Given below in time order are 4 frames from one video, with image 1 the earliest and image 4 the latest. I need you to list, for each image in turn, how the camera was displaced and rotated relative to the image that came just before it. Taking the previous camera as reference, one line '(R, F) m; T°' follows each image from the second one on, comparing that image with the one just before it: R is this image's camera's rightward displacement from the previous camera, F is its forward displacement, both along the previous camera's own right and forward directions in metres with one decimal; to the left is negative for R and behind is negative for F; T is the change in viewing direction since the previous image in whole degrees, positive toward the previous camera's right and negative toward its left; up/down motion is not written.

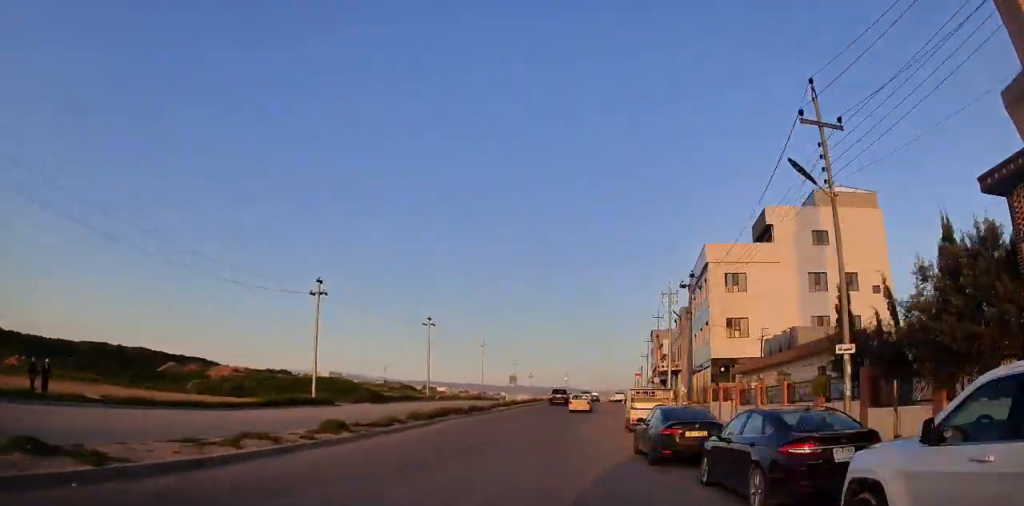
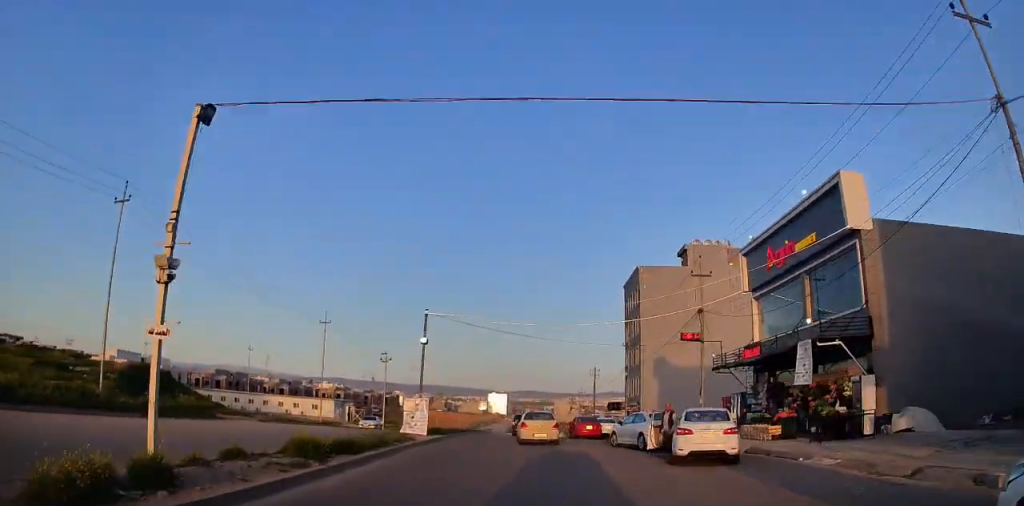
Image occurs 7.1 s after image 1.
(+5.5, +69.0) m; +6°
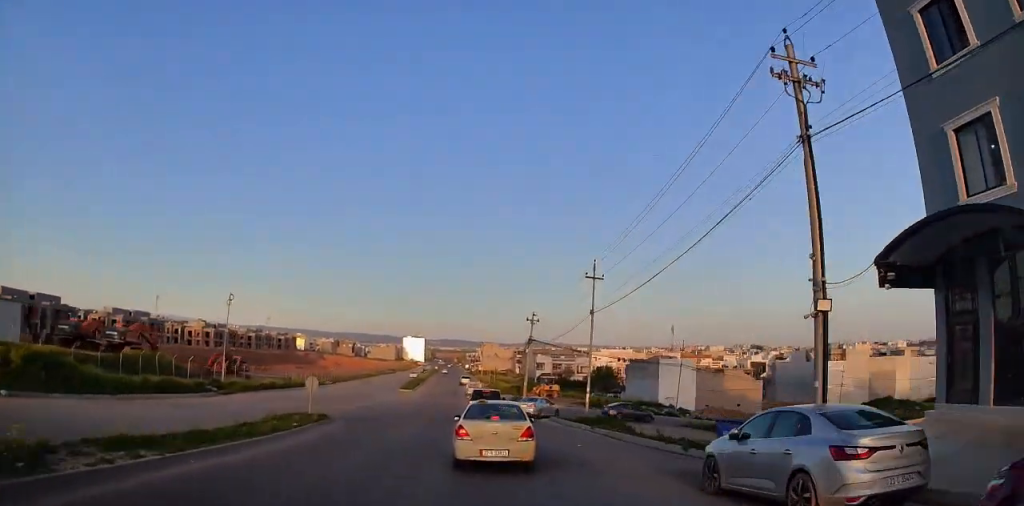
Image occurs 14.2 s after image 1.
(+3.3, +69.4) m; +6°
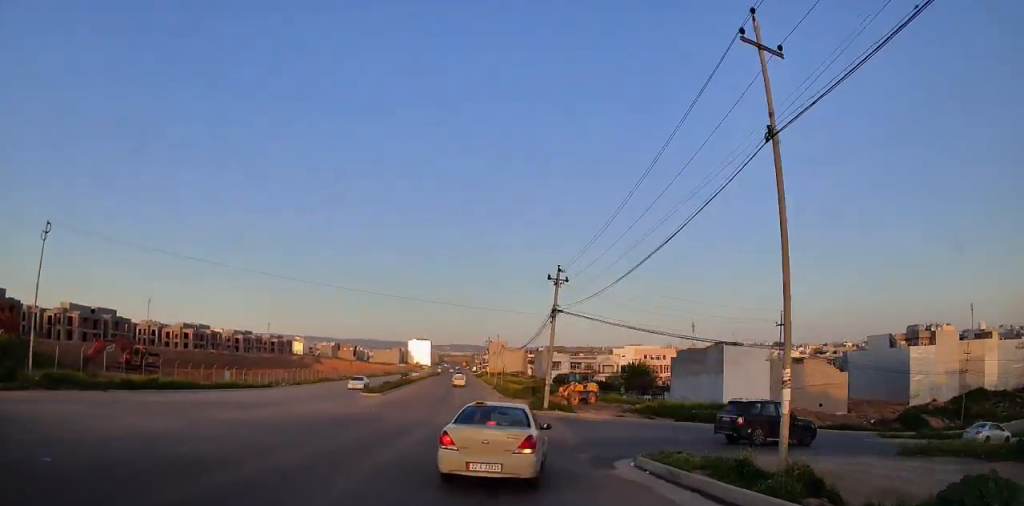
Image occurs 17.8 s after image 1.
(+0.4, +25.9) m; +10°
